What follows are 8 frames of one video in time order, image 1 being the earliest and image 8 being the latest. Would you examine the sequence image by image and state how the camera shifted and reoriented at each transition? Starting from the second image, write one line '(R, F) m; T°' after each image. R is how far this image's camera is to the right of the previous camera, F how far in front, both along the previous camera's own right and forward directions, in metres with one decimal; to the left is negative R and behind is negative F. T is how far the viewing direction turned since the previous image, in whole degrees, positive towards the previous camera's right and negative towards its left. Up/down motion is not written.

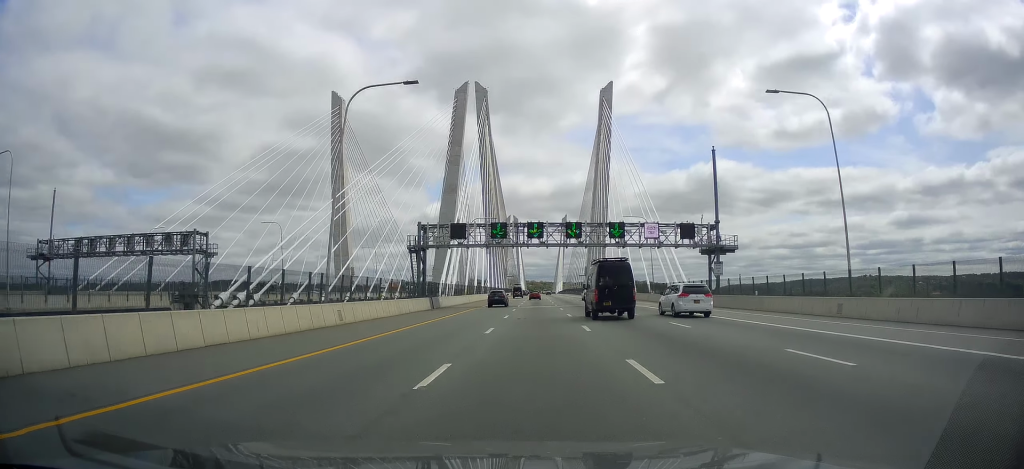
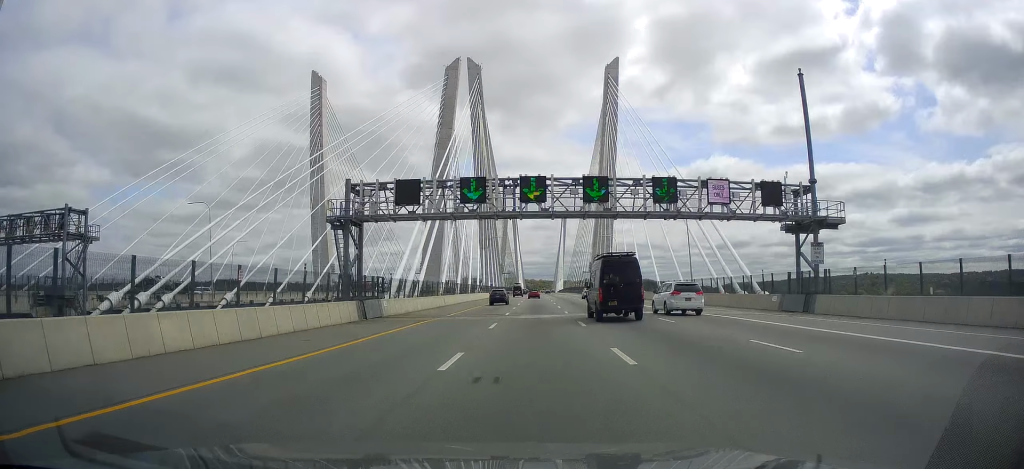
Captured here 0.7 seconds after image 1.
(0.0, +21.8) m; 0°
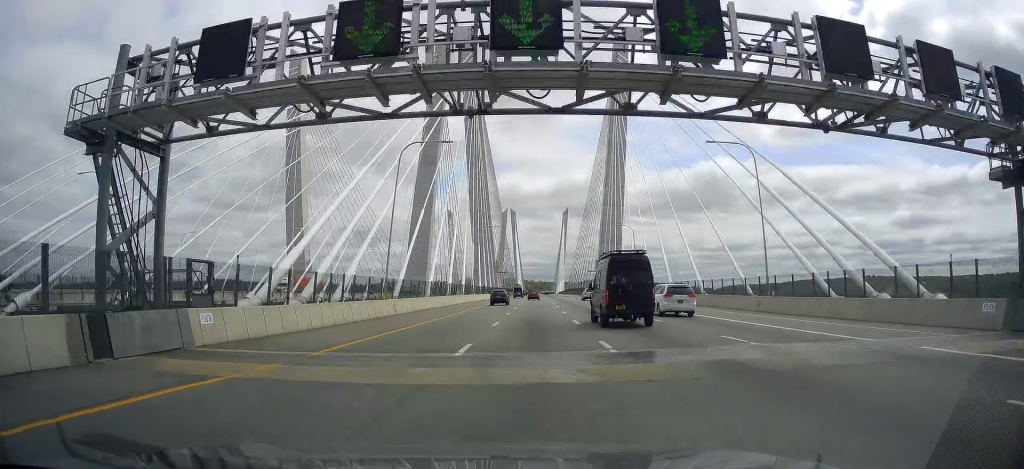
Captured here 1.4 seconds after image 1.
(0.0, +21.8) m; 0°
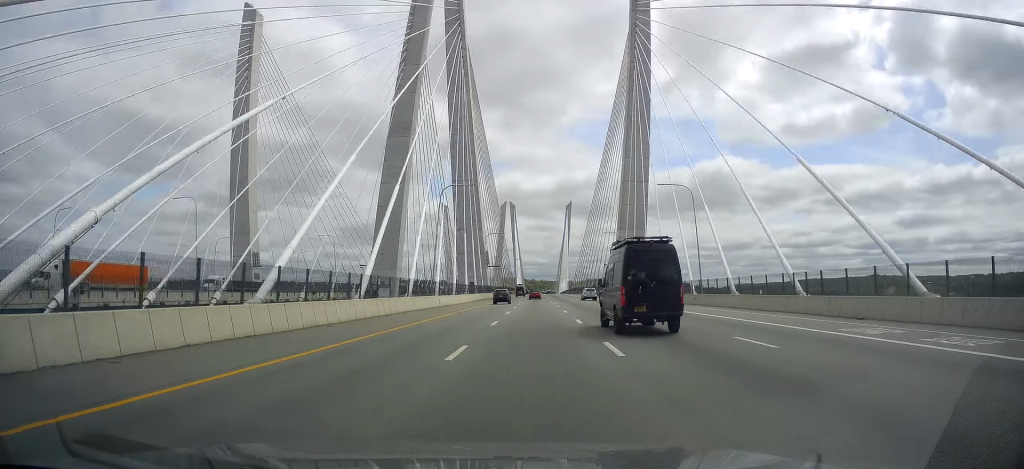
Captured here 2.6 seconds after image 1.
(0.0, +37.4) m; 0°
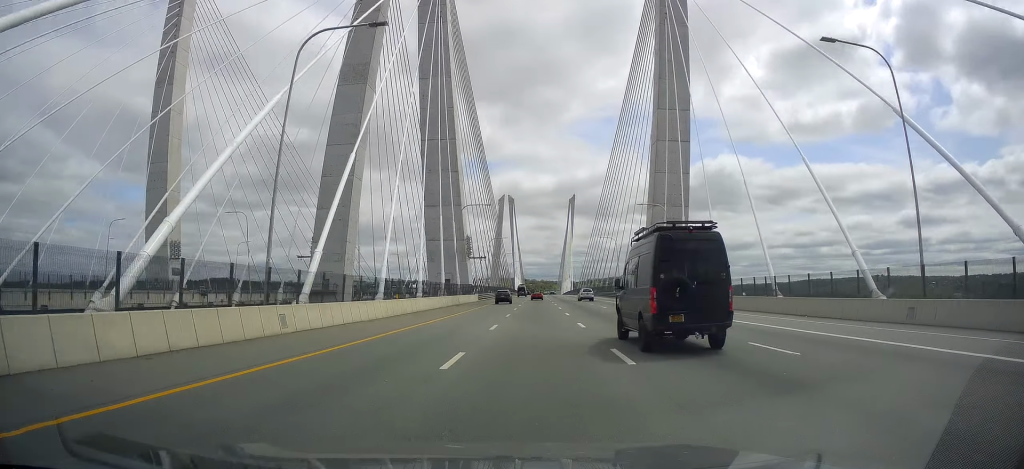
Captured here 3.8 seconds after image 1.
(0.0, +37.7) m; -1°
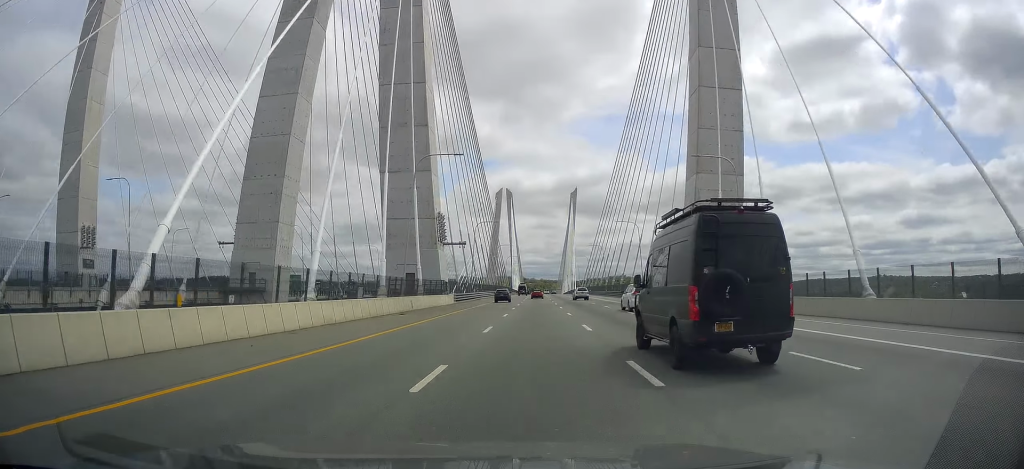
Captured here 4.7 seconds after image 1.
(-0.5, +27.4) m; 0°
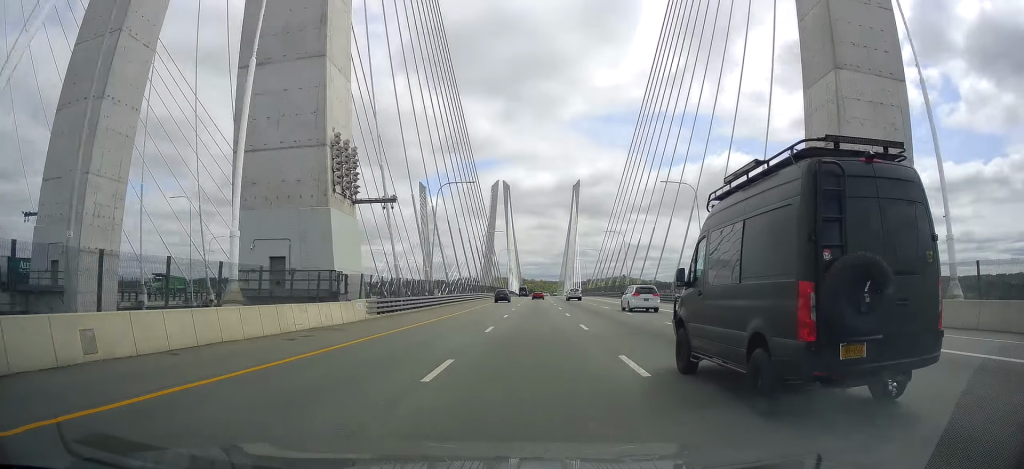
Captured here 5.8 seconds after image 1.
(+0.4, +35.6) m; +1°
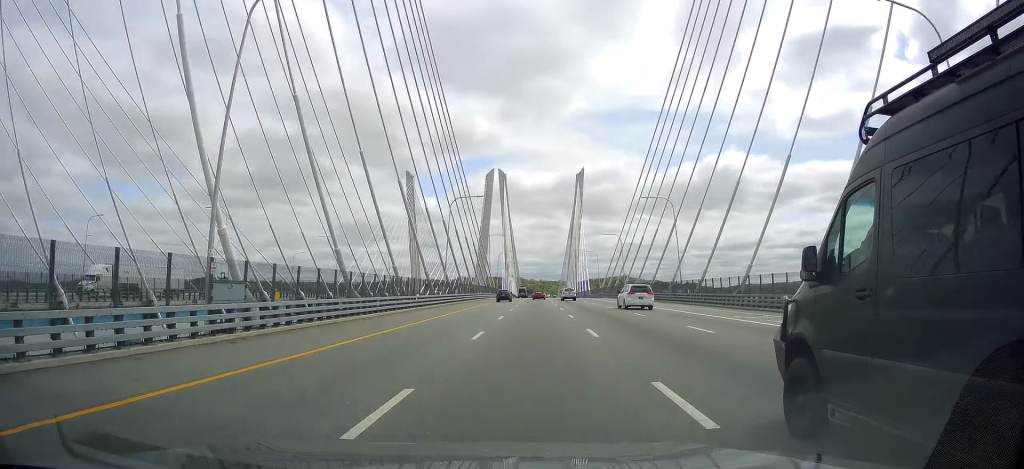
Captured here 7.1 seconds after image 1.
(+0.3, +40.6) m; +1°
